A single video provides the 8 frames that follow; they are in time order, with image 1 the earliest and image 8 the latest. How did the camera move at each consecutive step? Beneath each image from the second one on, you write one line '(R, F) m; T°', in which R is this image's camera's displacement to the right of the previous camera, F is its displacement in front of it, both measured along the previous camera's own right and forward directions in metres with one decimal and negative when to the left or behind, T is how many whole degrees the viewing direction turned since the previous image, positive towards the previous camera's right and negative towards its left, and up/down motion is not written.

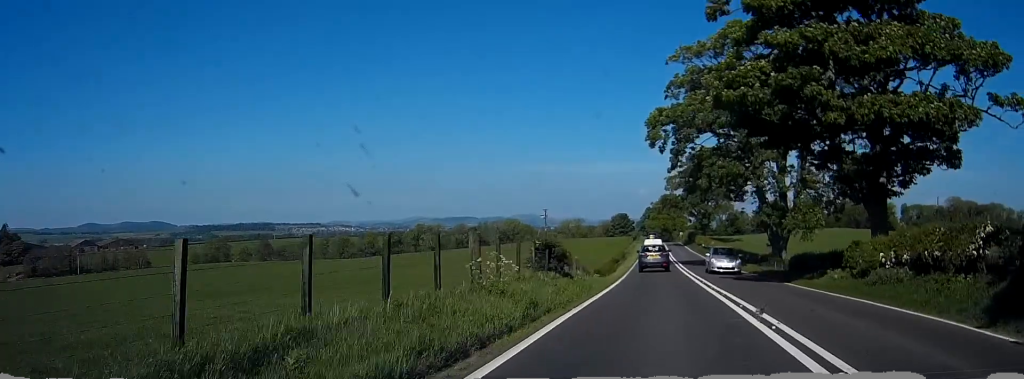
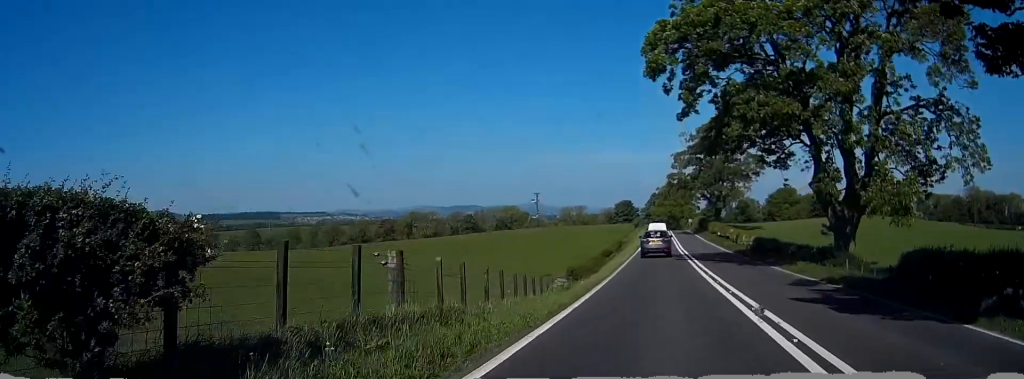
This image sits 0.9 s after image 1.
(-0.1, +17.9) m; -1°
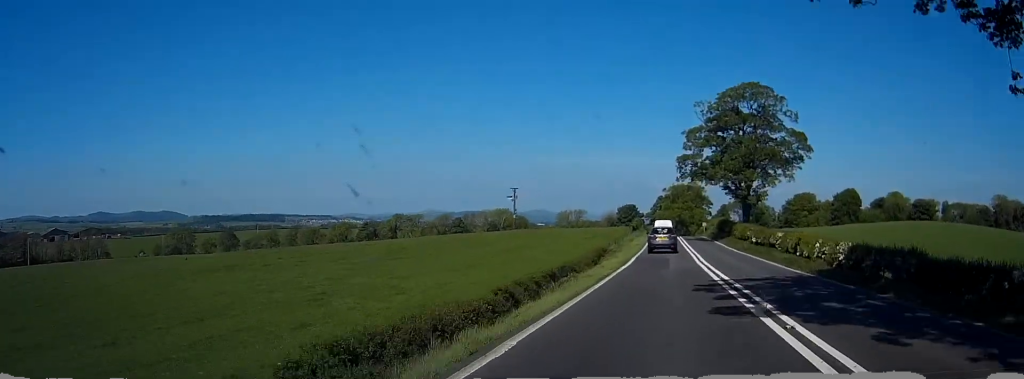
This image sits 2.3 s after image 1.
(-0.3, +26.9) m; -1°
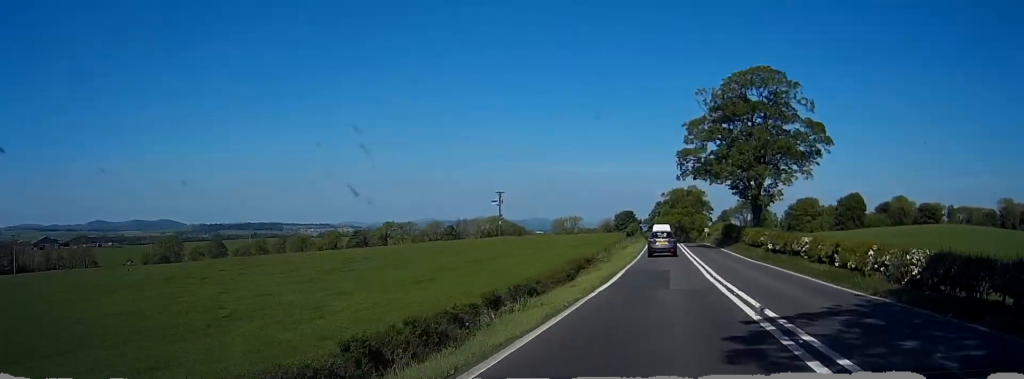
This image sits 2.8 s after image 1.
(0.0, +9.1) m; 0°
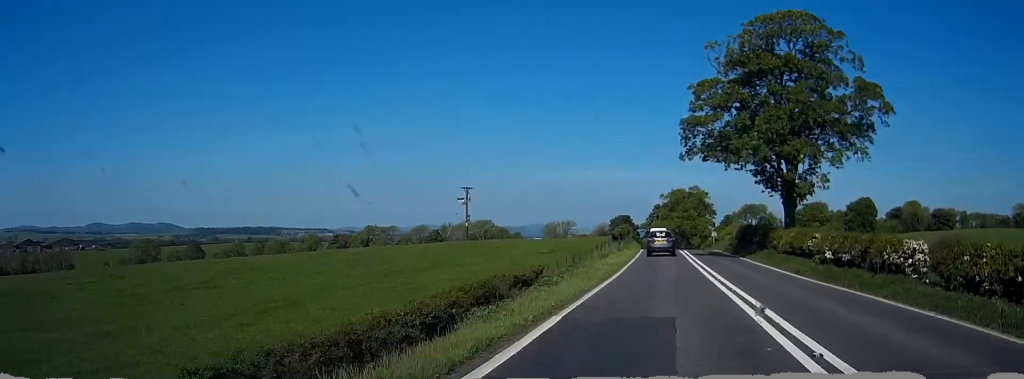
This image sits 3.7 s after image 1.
(0.0, +17.0) m; 0°
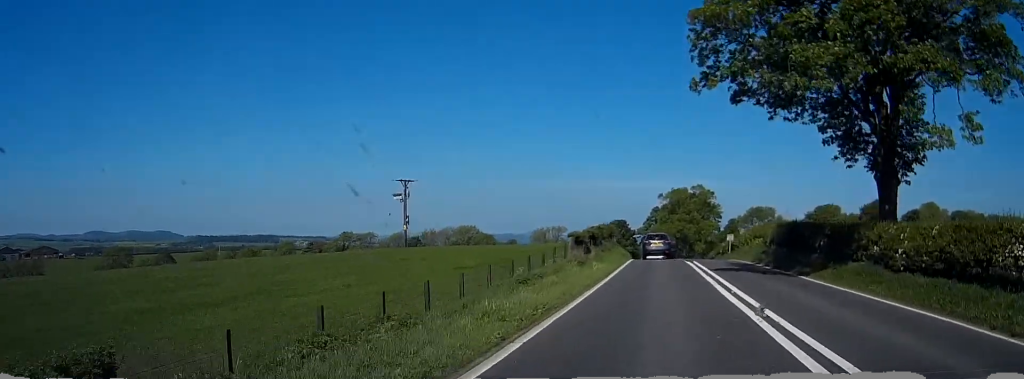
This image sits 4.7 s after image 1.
(0.0, +20.7) m; 0°
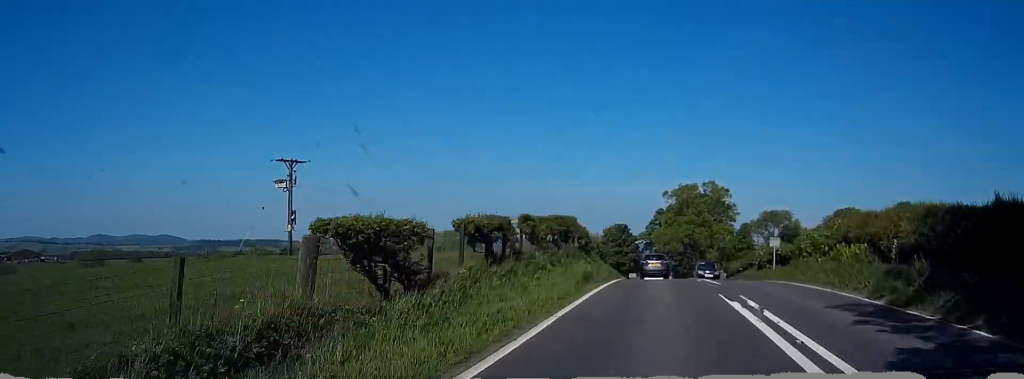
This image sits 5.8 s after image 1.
(0.0, +22.4) m; 0°
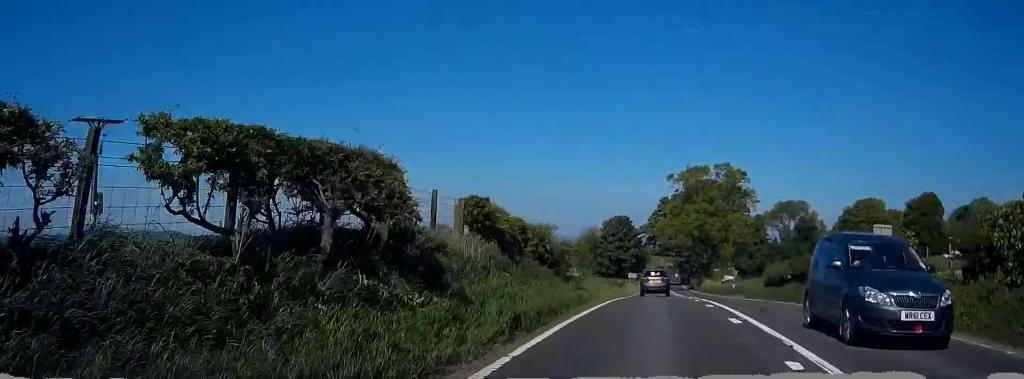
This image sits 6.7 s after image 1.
(-0.1, +18.9) m; -1°
